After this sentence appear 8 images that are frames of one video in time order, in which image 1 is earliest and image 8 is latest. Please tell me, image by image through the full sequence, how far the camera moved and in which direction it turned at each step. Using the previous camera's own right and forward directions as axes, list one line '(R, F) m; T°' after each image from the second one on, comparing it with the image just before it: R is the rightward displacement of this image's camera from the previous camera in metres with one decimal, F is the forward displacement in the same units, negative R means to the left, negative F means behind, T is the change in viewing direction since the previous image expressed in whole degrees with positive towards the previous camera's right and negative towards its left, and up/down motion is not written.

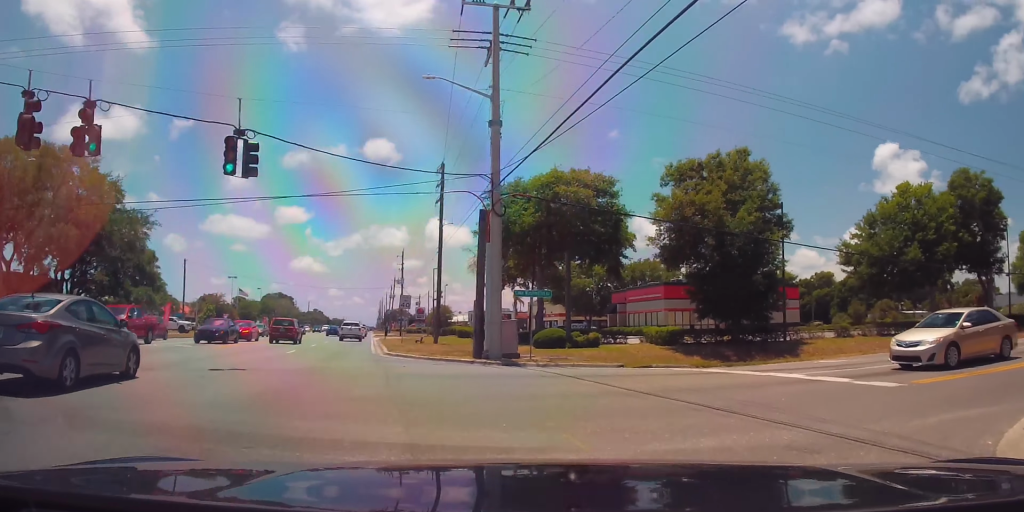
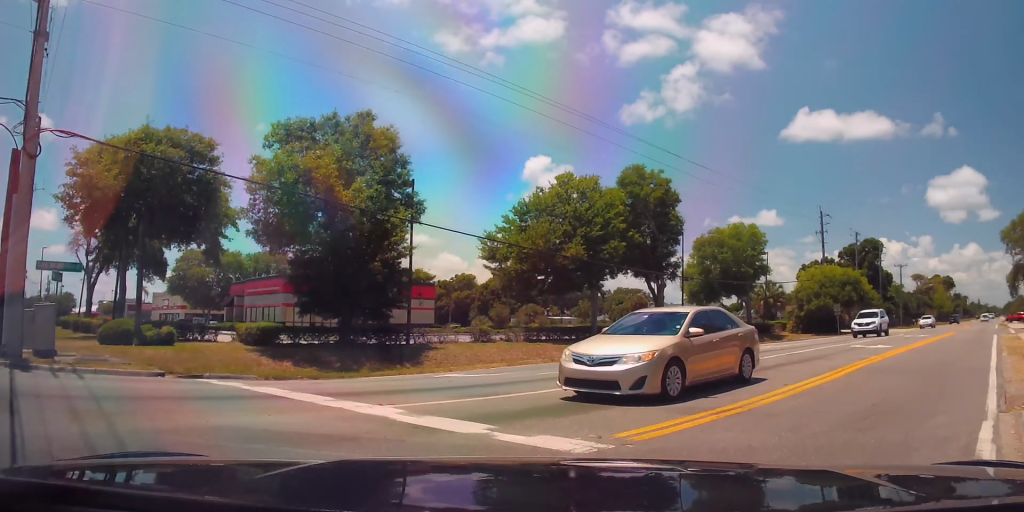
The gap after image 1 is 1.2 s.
(+1.9, +6.9) m; +37°
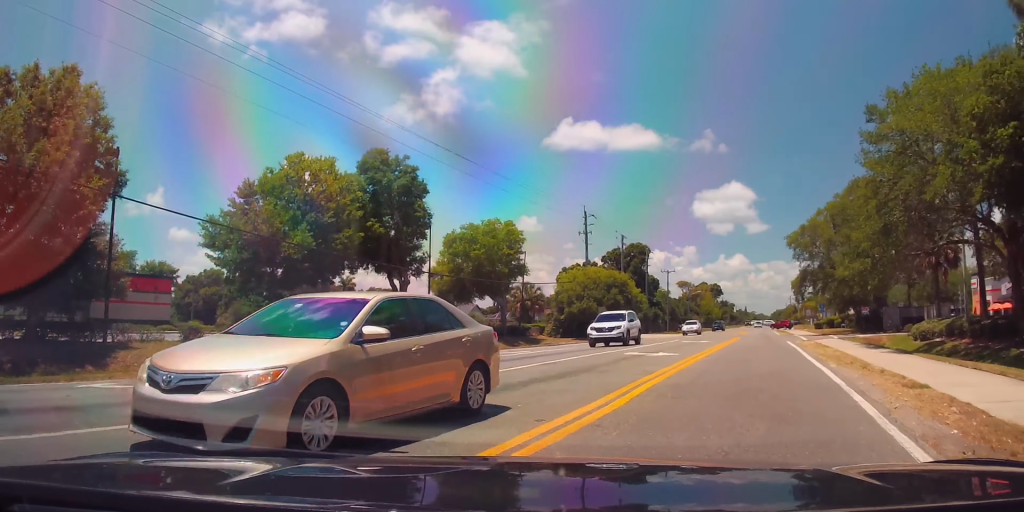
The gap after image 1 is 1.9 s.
(+1.3, +4.7) m; +18°
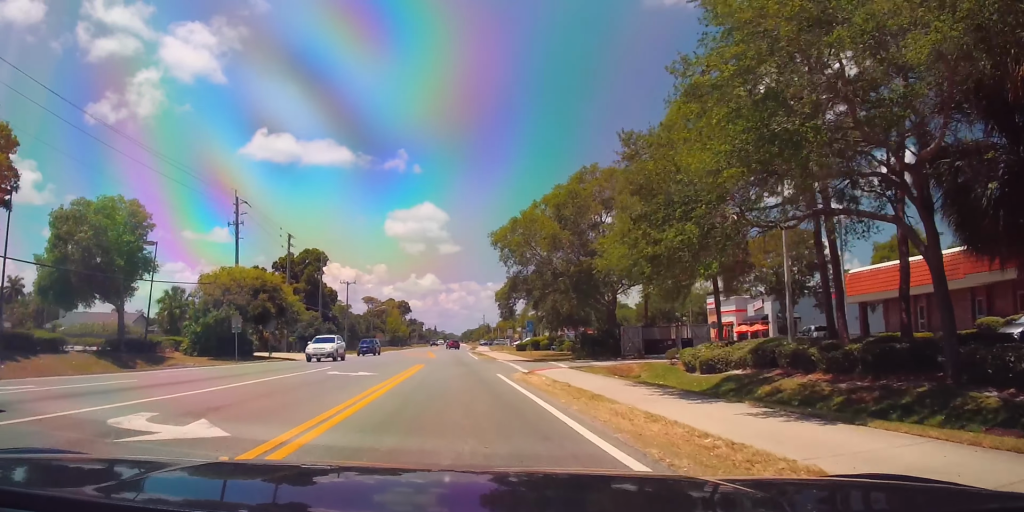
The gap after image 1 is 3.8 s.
(+3.2, +12.9) m; +20°
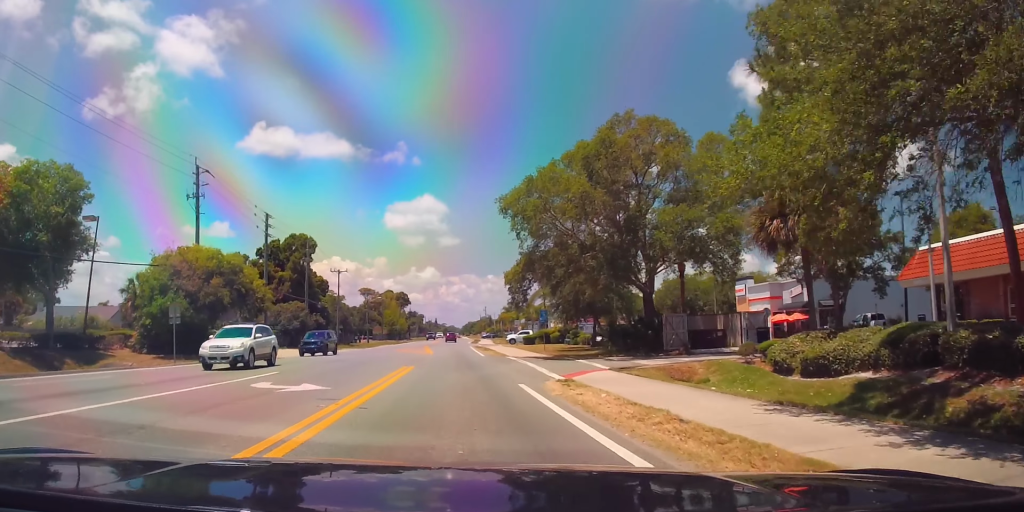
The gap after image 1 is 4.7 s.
(+0.3, +8.1) m; +1°
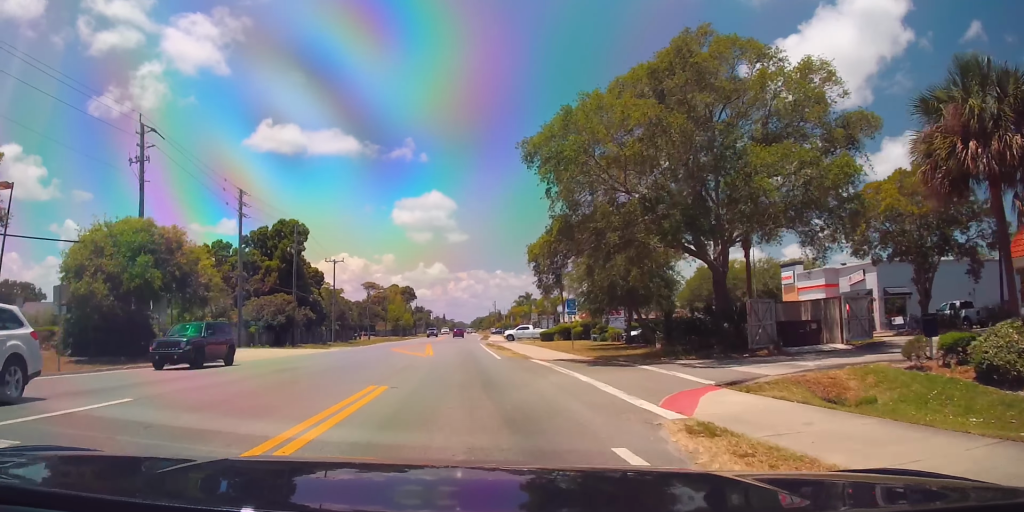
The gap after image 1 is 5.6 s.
(-0.2, +9.1) m; -2°
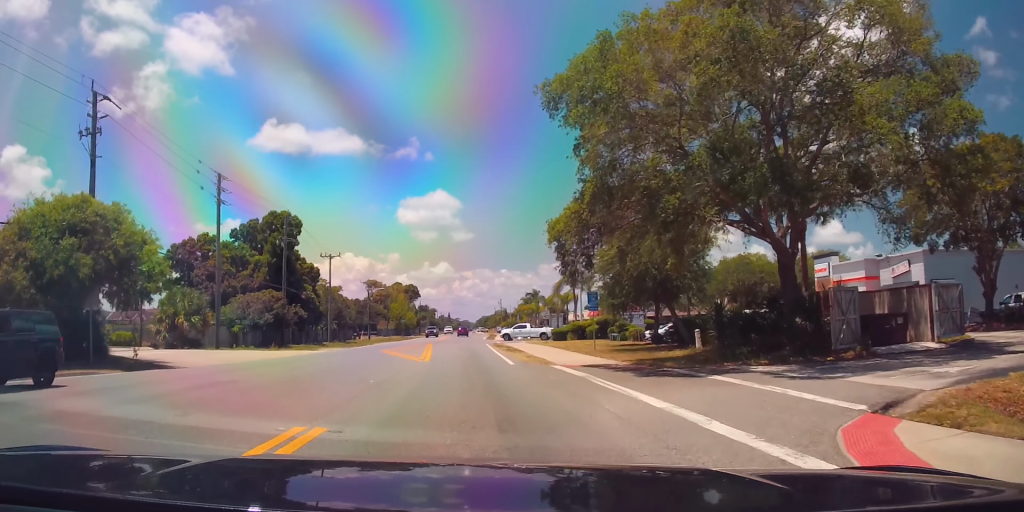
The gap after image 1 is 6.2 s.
(-0.3, +5.5) m; 0°
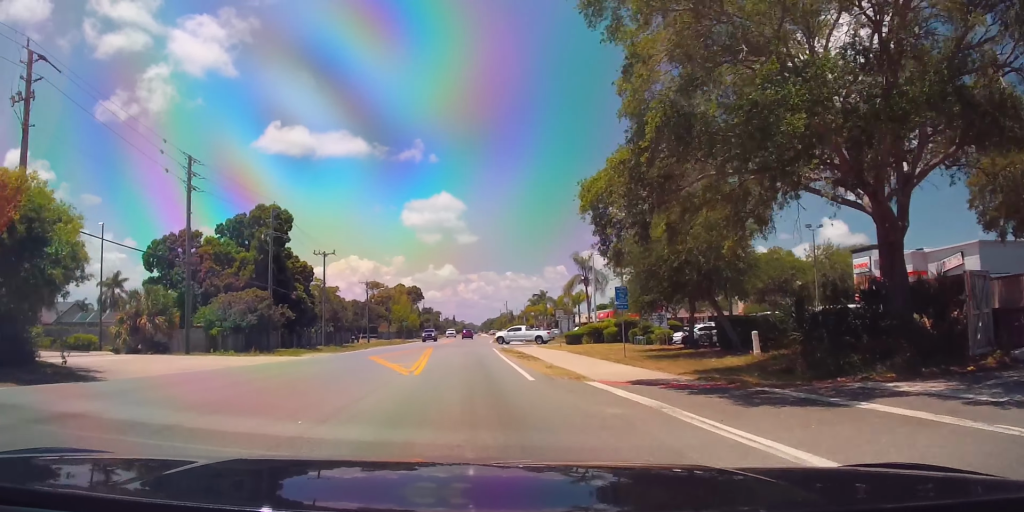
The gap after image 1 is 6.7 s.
(+0.2, +5.8) m; 0°
